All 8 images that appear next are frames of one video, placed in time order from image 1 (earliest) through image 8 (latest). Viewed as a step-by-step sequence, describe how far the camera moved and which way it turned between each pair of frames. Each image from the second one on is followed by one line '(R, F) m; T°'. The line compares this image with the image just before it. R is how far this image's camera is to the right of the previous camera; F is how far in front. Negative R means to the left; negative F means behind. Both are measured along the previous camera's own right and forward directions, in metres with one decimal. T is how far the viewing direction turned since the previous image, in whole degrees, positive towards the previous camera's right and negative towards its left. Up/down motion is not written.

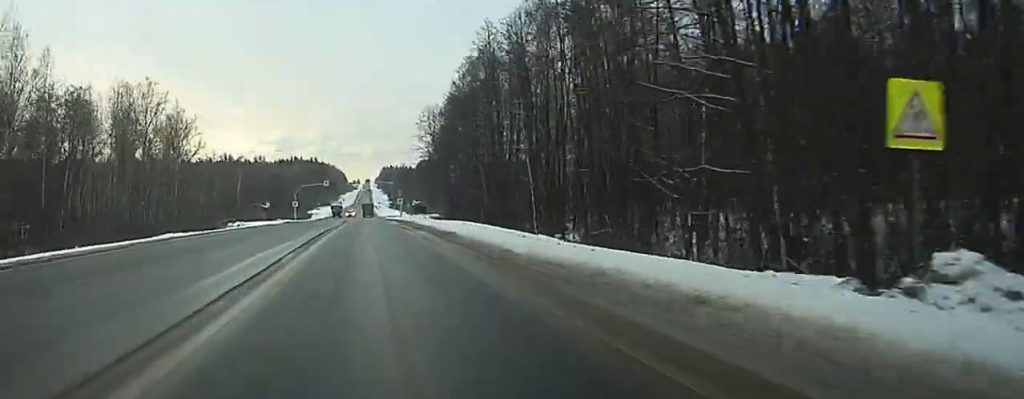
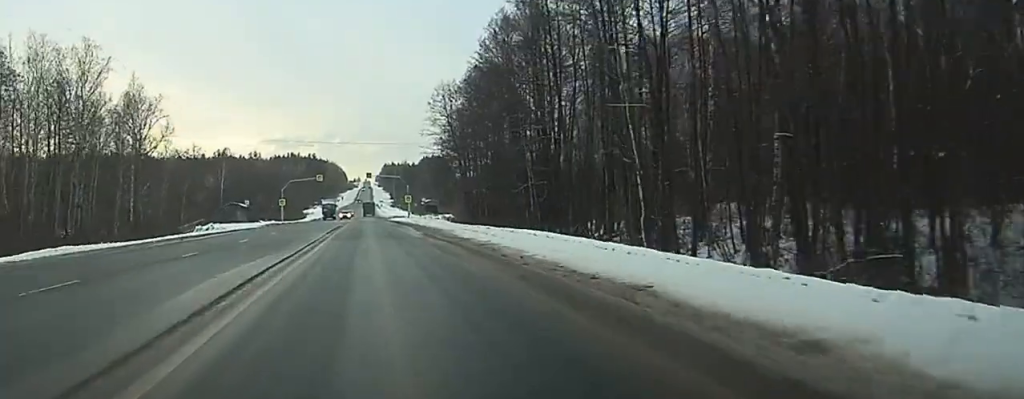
(-0.1, +30.8) m; 0°
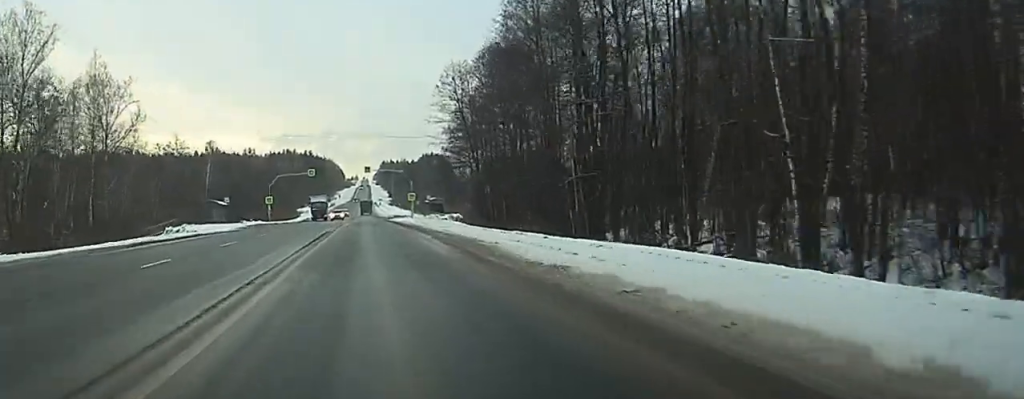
(0.0, +17.4) m; 0°
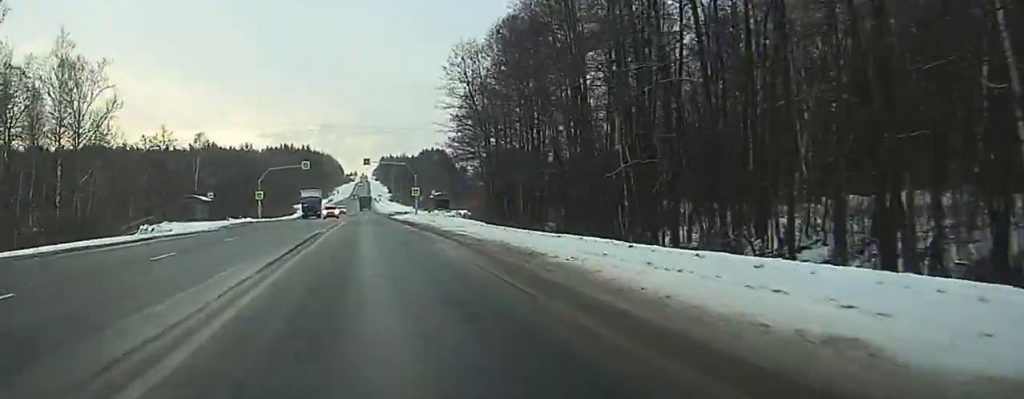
(0.0, +12.1) m; 0°
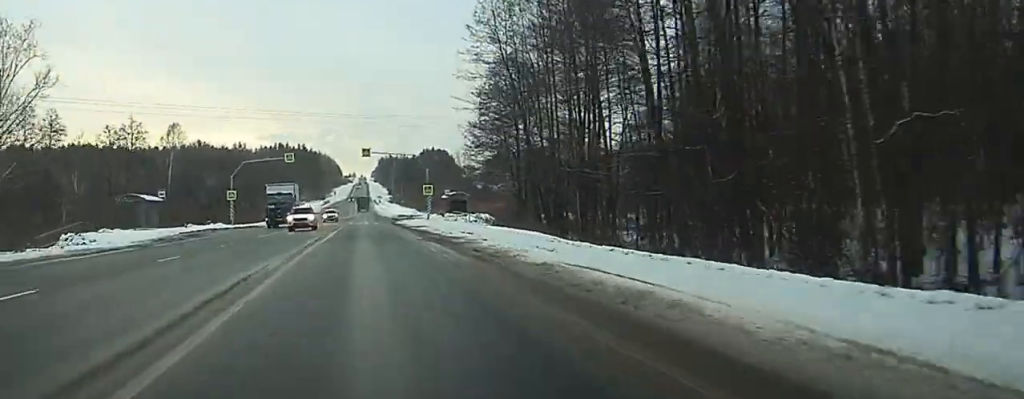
(0.0, +25.1) m; 0°
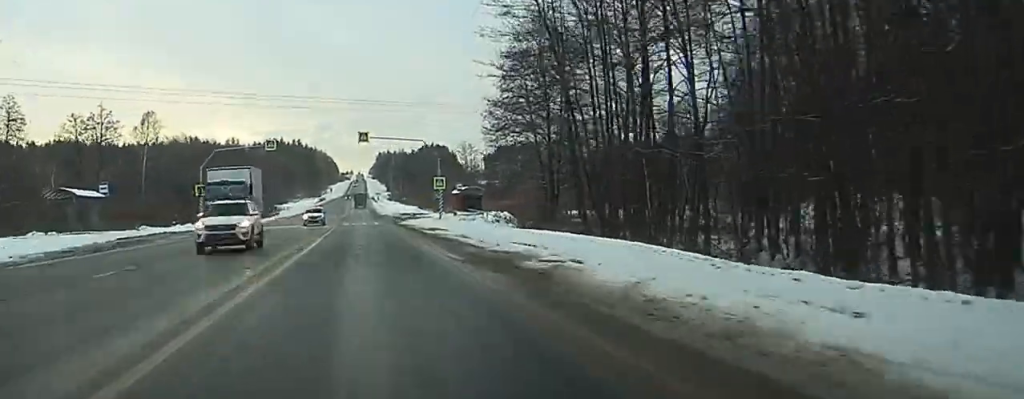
(0.0, +17.8) m; 0°
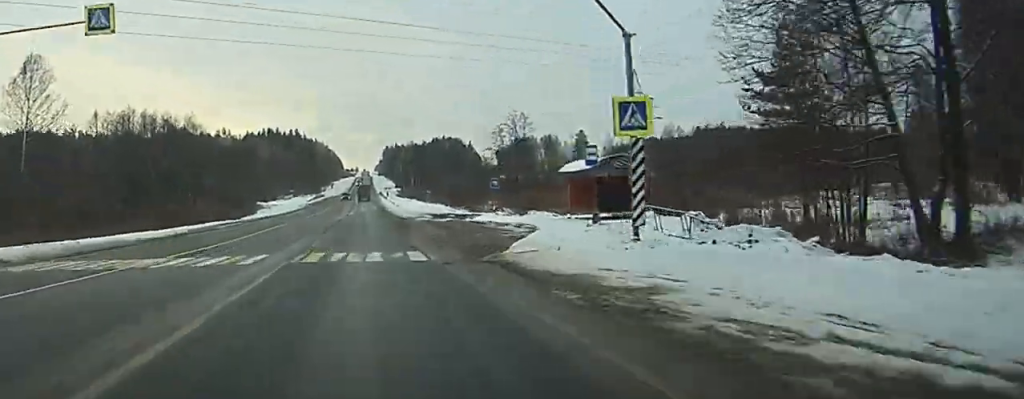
(-1.1, +52.2) m; -2°
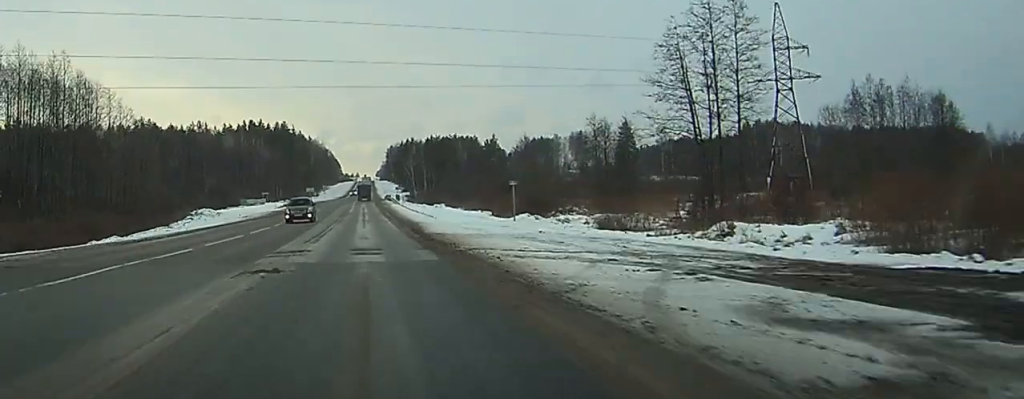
(+0.4, +66.2) m; +1°
